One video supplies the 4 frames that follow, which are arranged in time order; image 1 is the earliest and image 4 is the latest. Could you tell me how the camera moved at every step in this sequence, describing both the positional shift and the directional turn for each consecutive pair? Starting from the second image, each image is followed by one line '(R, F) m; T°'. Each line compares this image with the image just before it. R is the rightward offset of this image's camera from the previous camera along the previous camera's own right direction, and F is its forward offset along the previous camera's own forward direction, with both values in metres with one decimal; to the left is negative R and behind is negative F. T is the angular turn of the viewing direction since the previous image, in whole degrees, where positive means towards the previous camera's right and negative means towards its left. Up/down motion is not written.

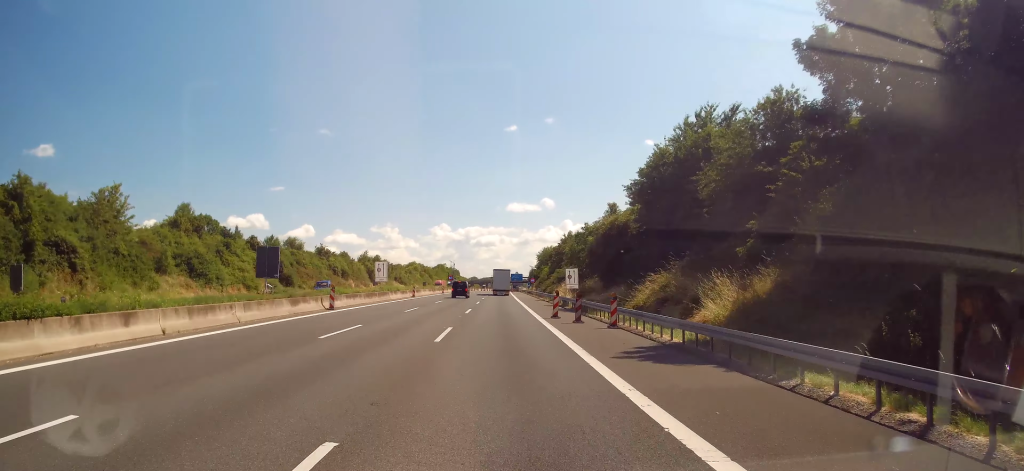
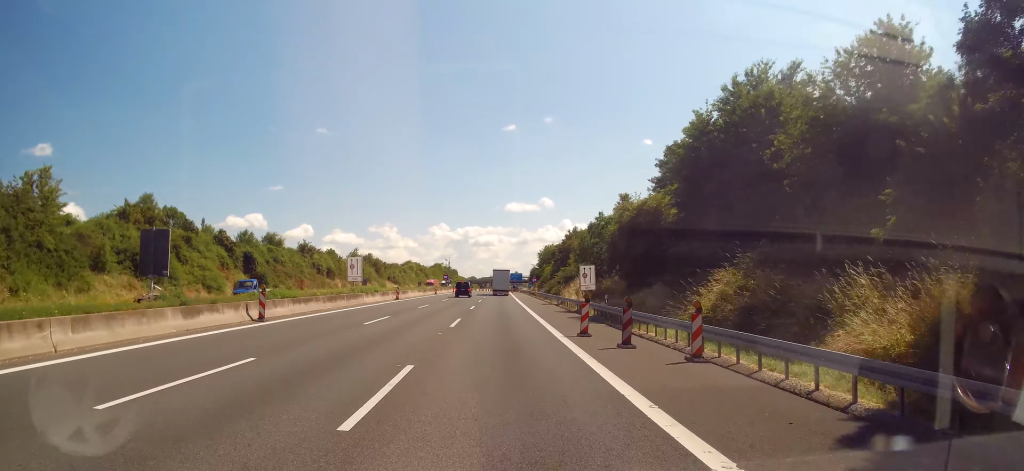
(0.0, +11.9) m; 0°
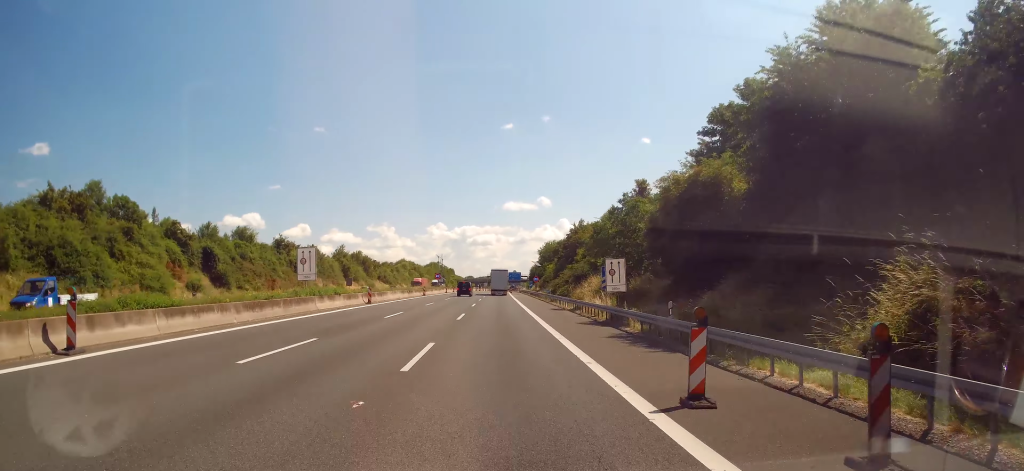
(0.0, +11.9) m; 0°
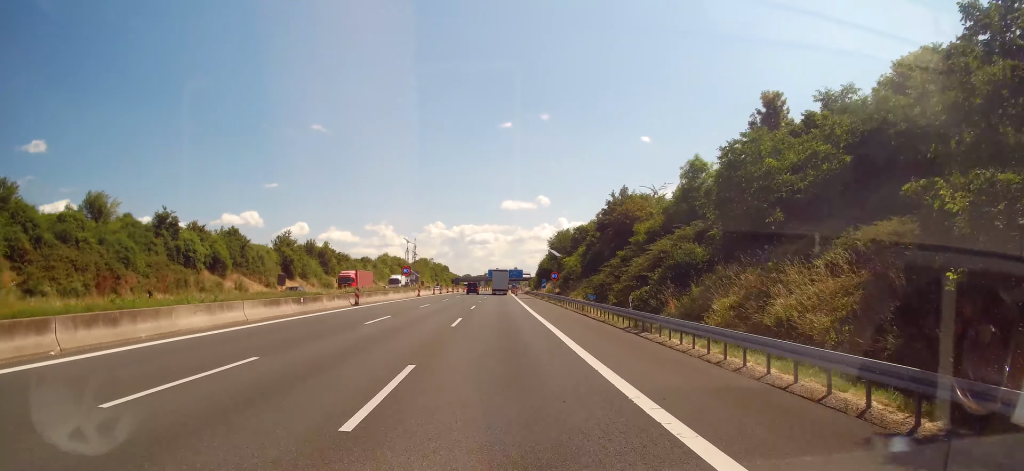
(0.0, +41.8) m; 0°
